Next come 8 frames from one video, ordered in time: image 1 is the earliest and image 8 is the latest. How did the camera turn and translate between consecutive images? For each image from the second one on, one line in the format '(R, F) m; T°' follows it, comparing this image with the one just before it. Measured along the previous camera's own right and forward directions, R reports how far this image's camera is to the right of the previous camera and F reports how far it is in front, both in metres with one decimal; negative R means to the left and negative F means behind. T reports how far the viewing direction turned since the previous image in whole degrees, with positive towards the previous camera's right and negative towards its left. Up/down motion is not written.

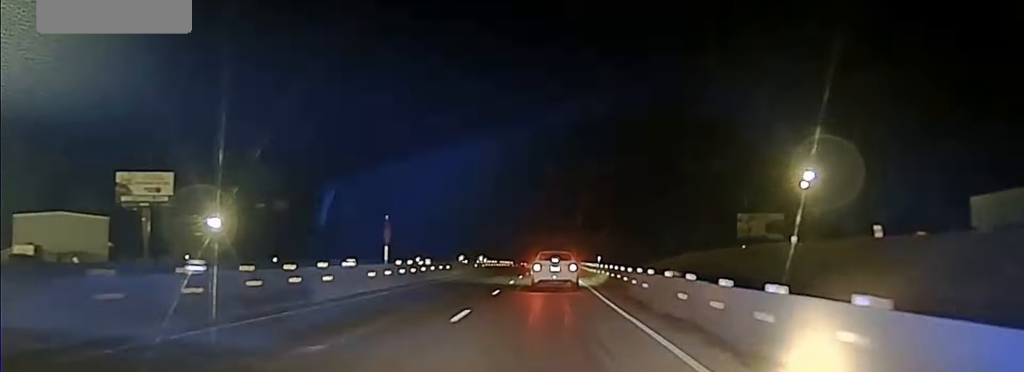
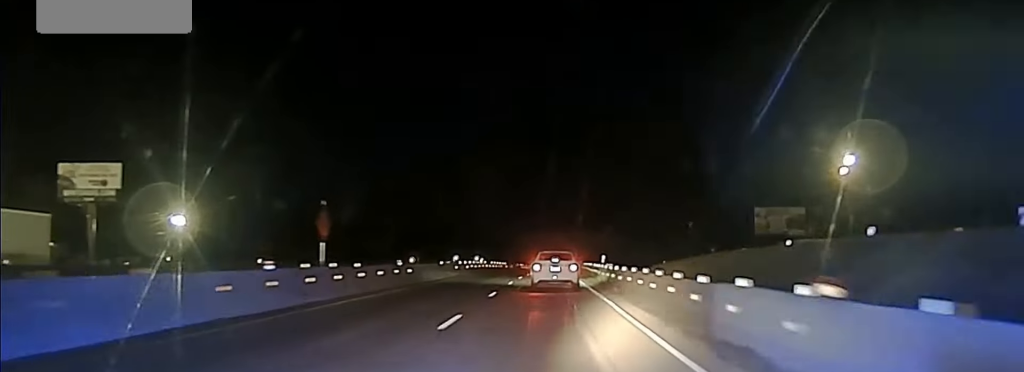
(-0.1, +12.9) m; 0°
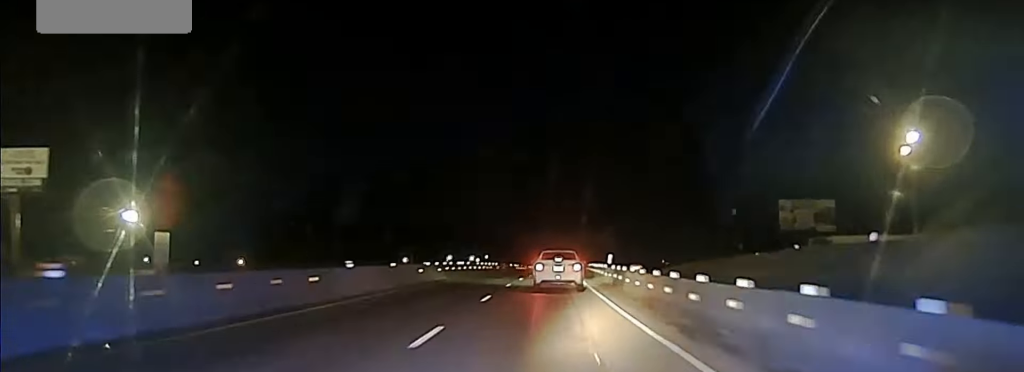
(-0.4, +15.1) m; 0°
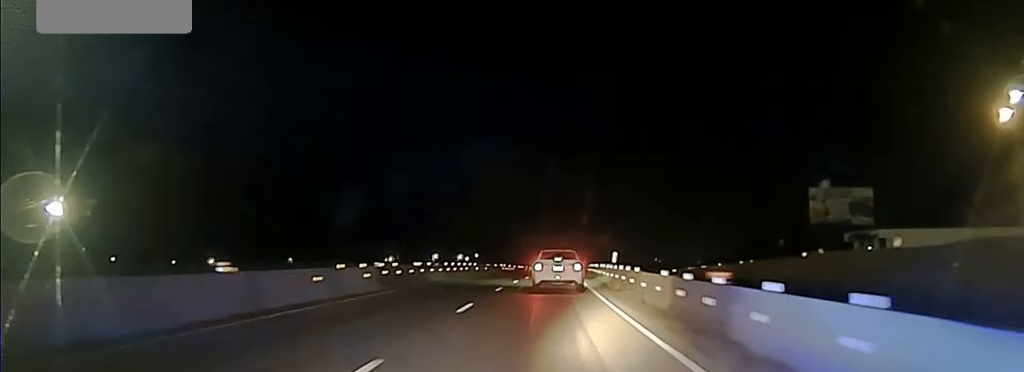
(+0.2, +16.8) m; +1°
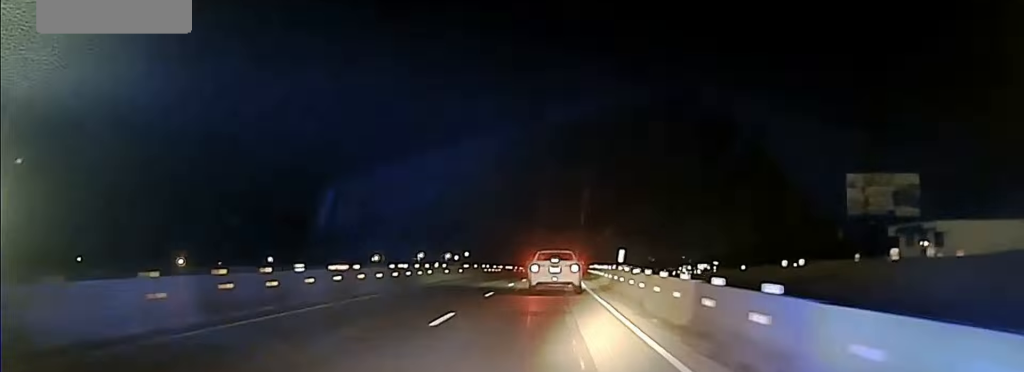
(+0.3, +17.0) m; +1°
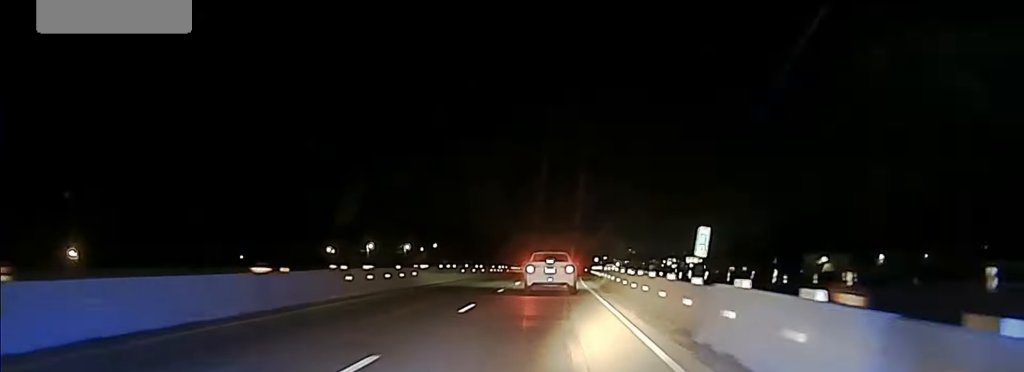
(+0.5, +43.9) m; 0°
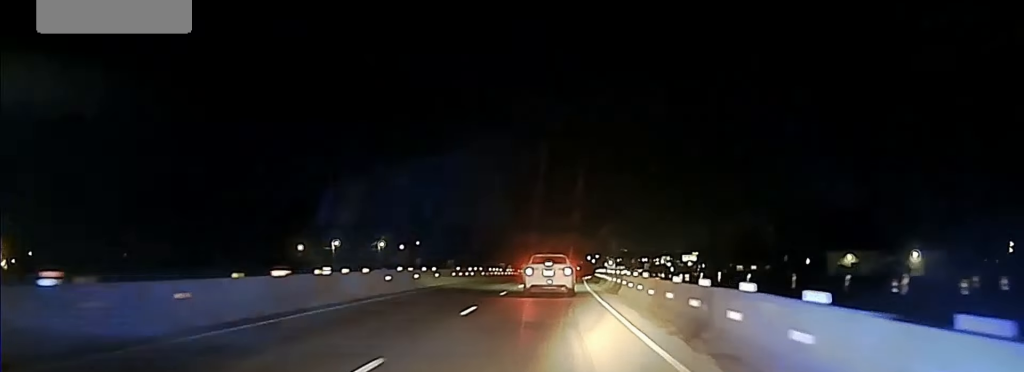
(-0.2, +24.8) m; 0°
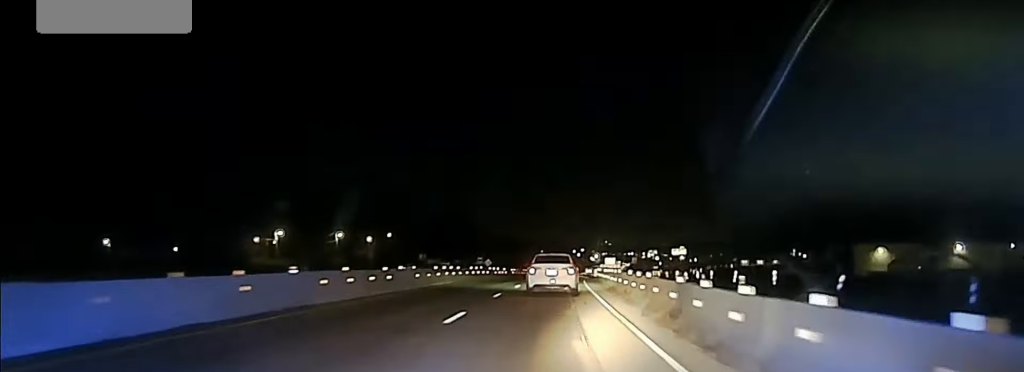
(+0.5, +27.4) m; +2°
